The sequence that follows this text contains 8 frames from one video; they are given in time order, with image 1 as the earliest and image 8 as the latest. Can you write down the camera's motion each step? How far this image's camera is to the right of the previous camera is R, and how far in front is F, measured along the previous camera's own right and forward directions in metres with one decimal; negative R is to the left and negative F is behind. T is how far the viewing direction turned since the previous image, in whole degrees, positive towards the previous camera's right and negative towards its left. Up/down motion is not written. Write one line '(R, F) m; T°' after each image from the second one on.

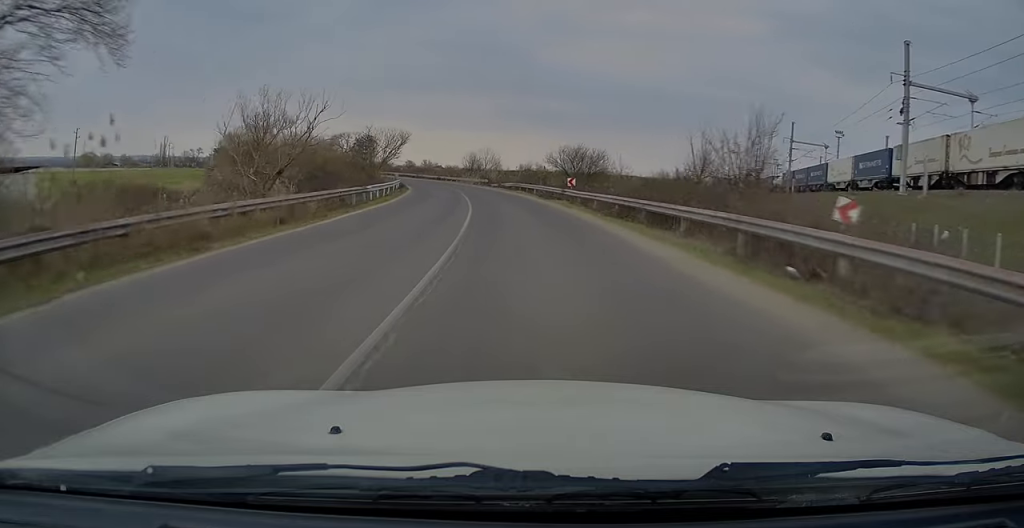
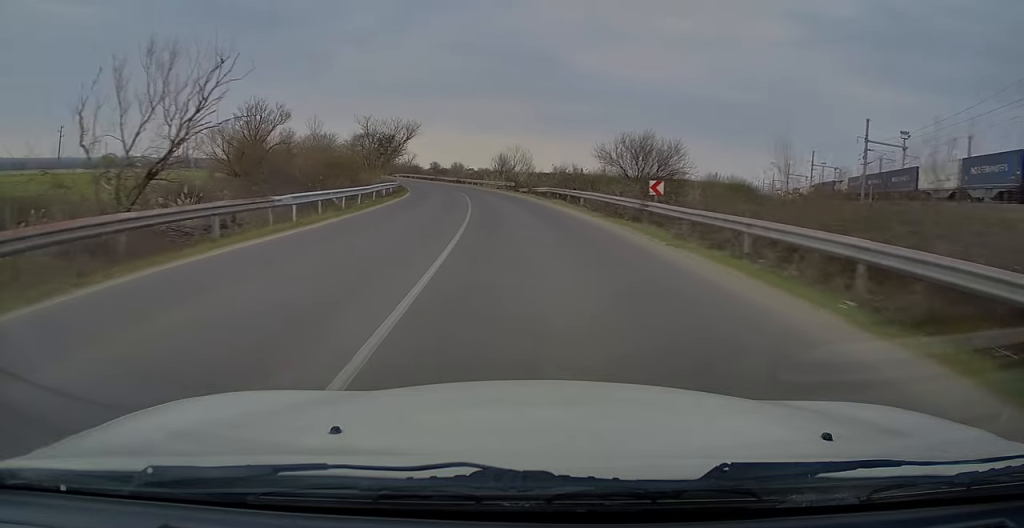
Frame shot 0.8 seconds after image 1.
(-0.4, +15.2) m; -3°
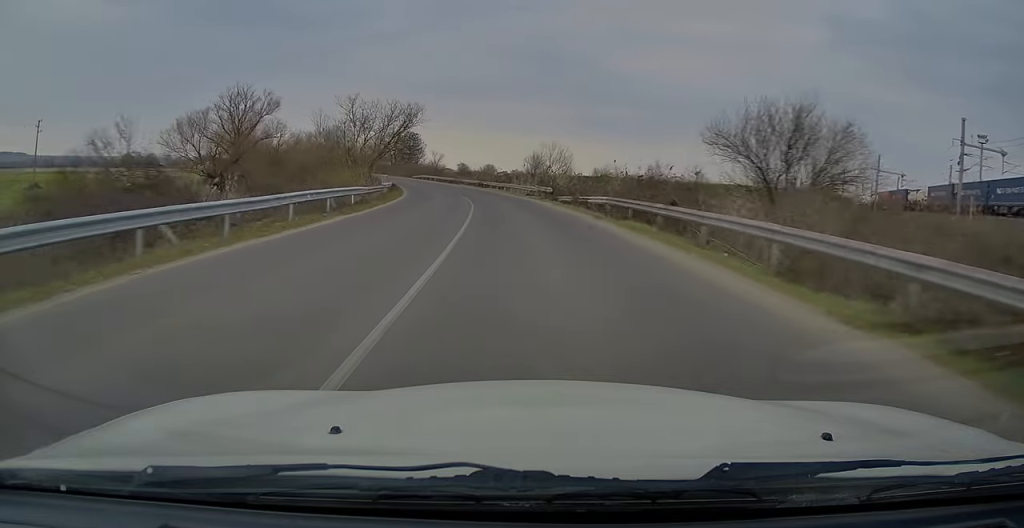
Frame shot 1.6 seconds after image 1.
(-0.6, +16.0) m; -3°
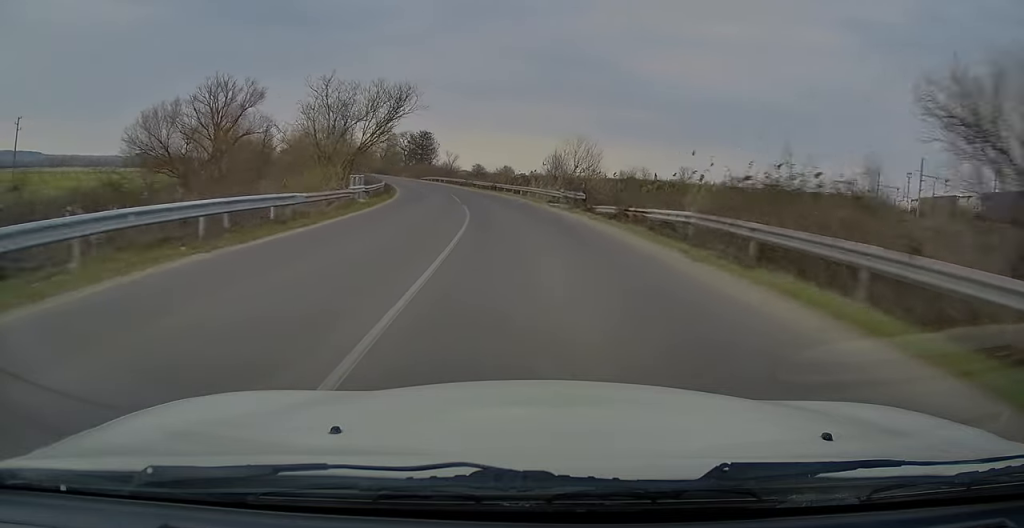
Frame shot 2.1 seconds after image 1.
(-0.1, +10.1) m; -2°
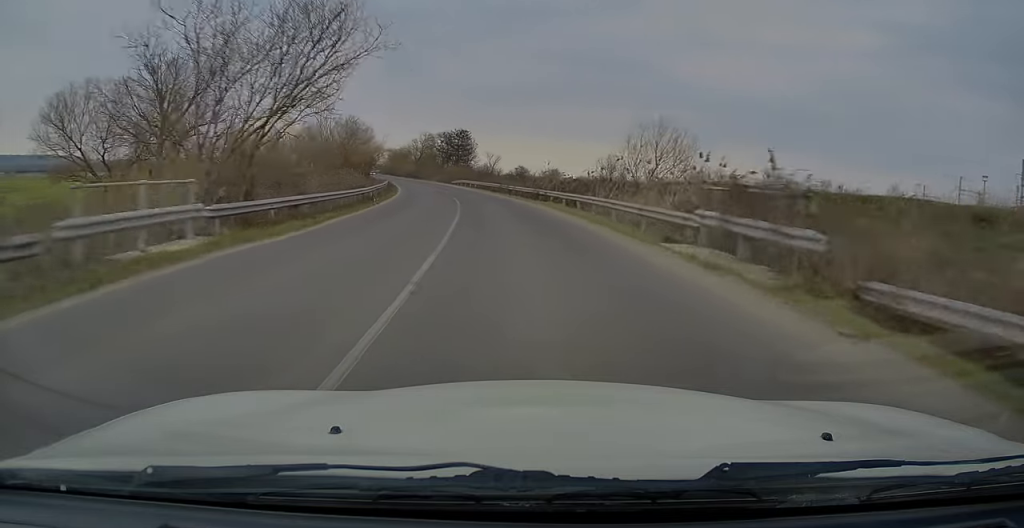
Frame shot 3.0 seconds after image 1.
(-0.2, +19.0) m; -4°
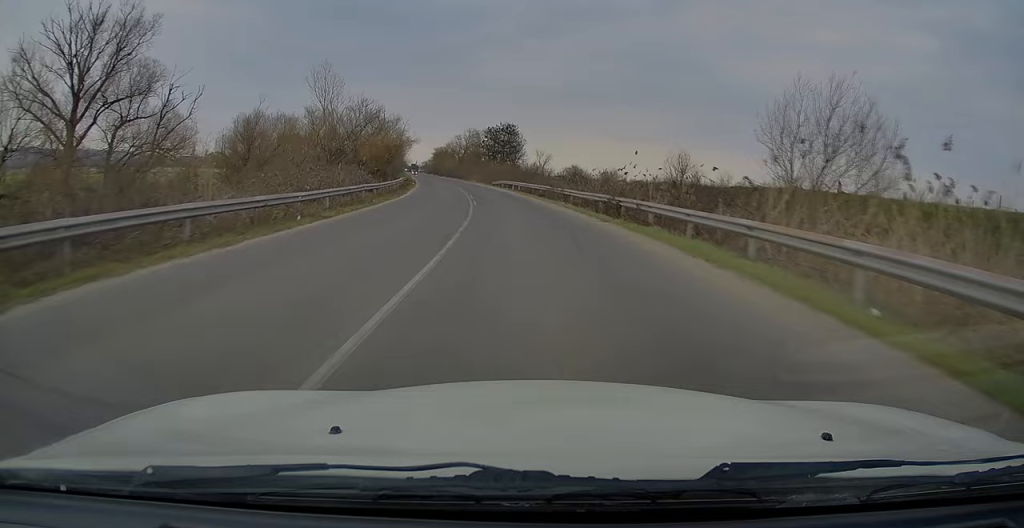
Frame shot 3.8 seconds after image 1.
(-1.0, +17.1) m; -4°
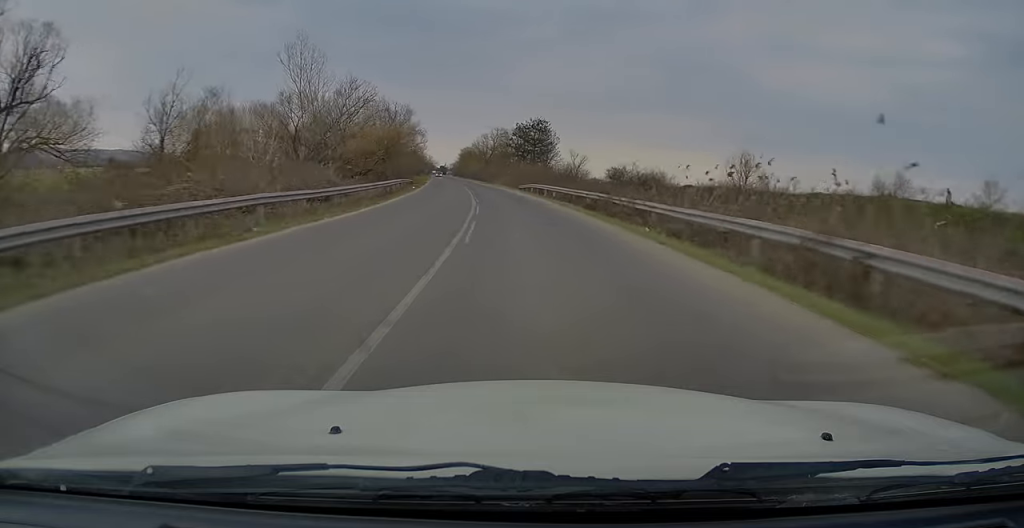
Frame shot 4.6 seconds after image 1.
(-0.4, +15.1) m; -3°
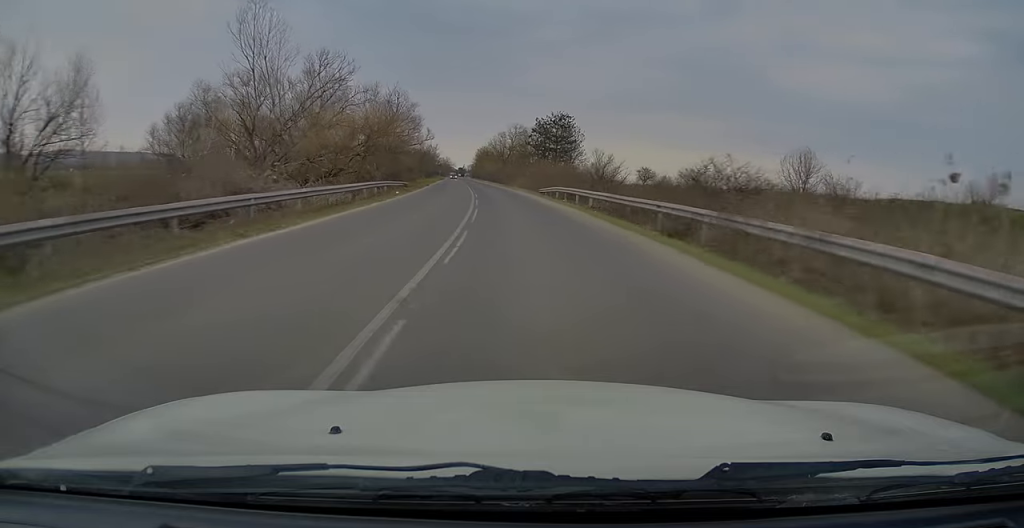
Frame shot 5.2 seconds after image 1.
(-0.2, +12.4) m; -2°
